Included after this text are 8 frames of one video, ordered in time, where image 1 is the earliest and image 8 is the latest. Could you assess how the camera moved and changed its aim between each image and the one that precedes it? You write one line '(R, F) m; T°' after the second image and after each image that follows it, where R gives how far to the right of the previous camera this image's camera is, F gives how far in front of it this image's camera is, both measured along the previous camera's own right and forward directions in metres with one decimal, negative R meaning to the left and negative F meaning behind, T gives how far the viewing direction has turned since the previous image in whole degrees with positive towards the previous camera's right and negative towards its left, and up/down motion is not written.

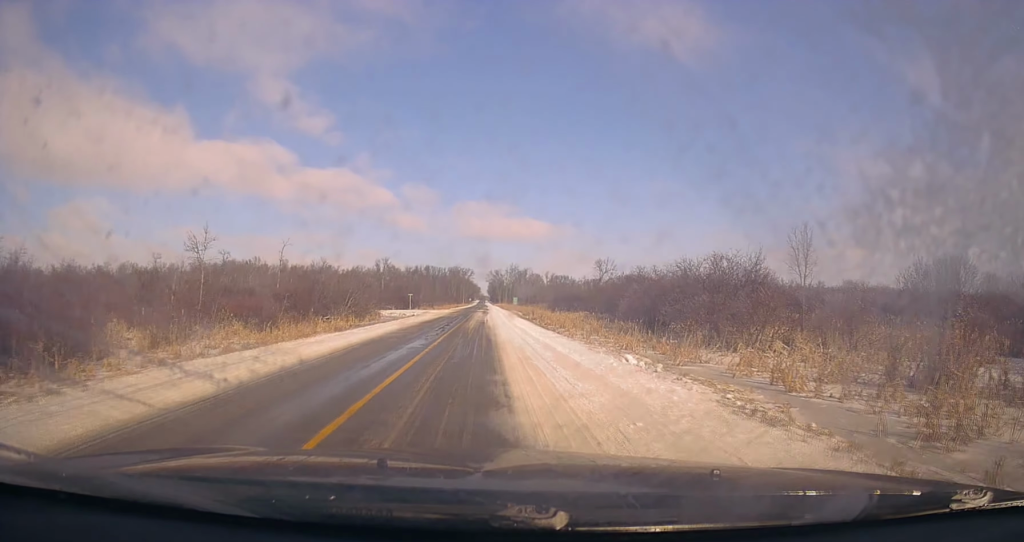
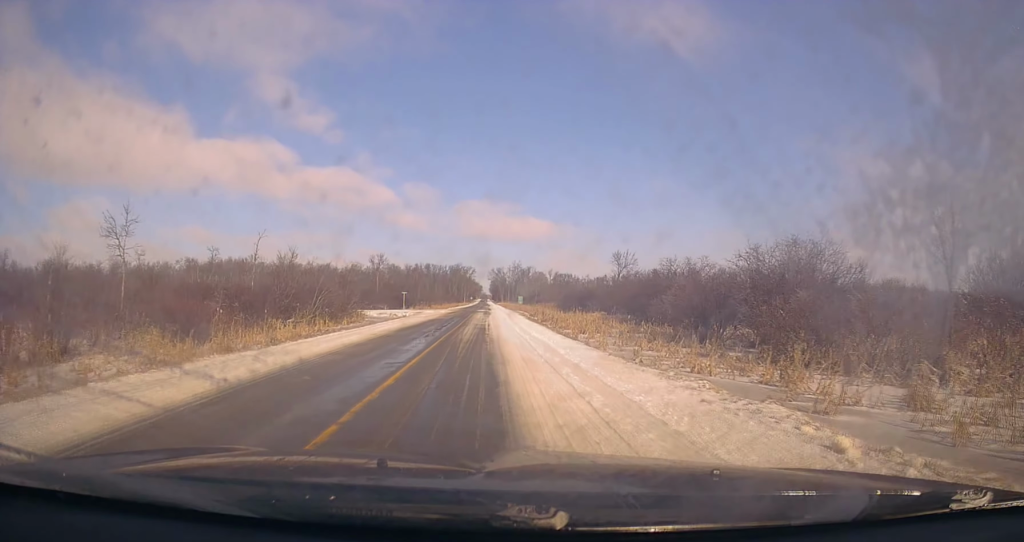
(-0.1, +9.2) m; -1°
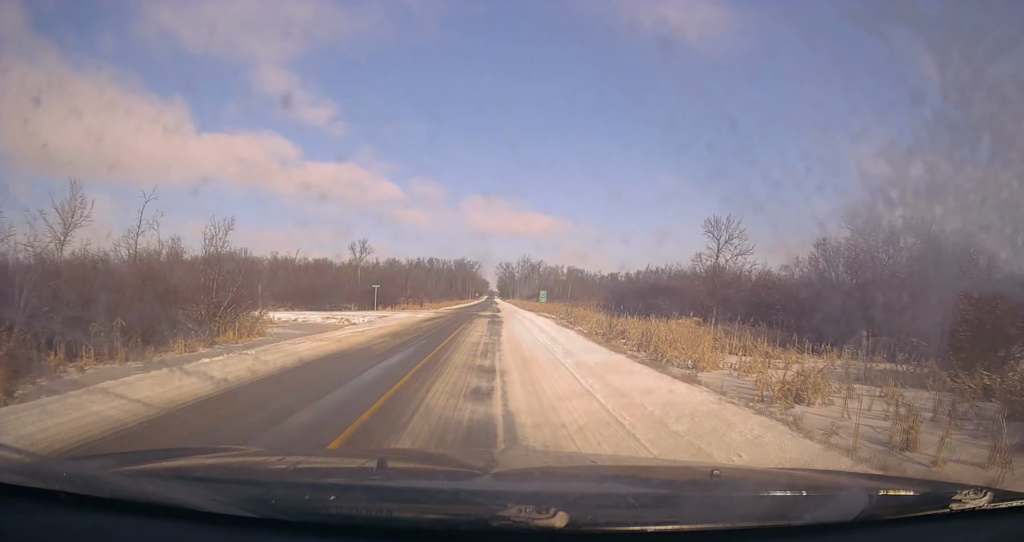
(+0.3, +25.5) m; +1°
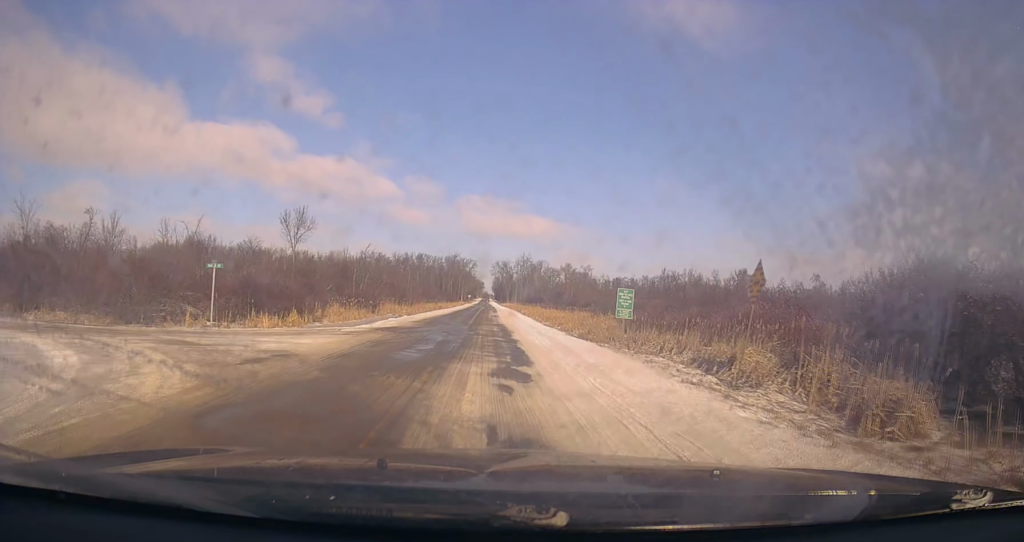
(0.0, +36.0) m; 0°
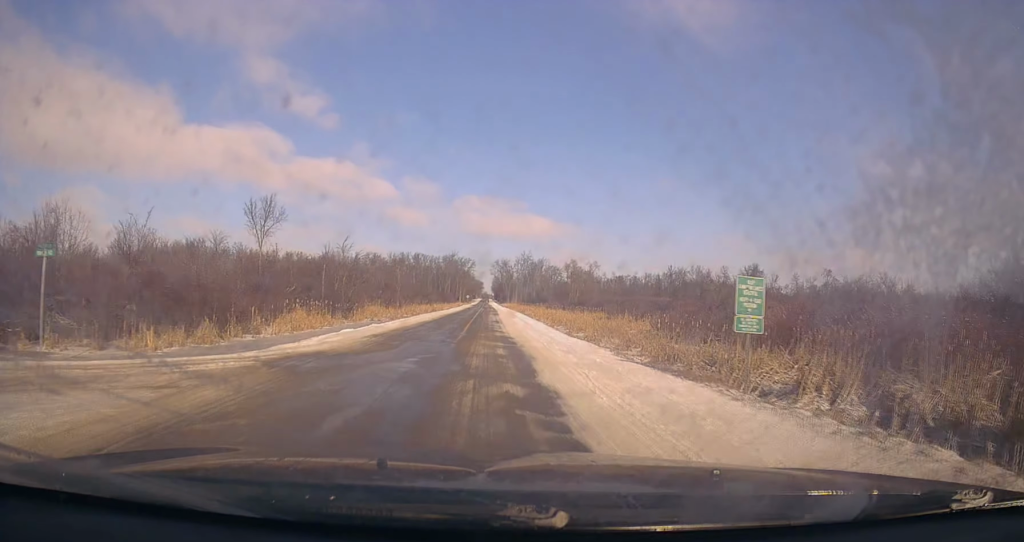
(0.0, +10.6) m; 0°
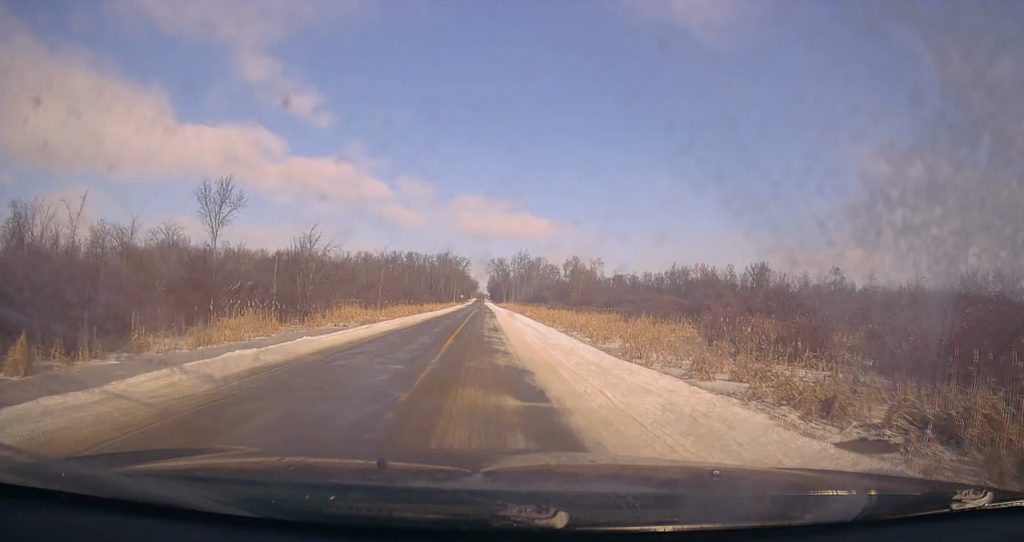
(-0.1, +10.4) m; 0°
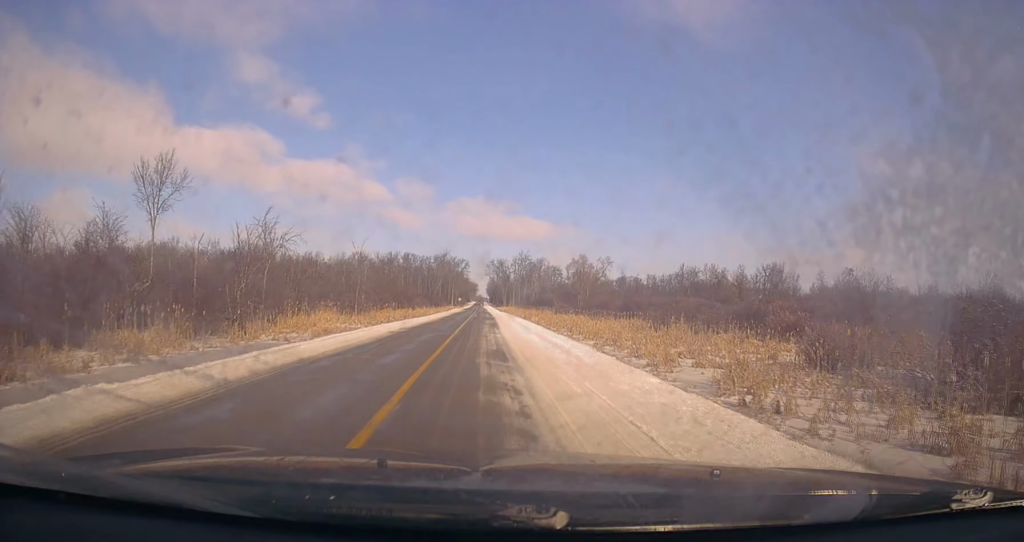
(+0.2, +11.4) m; 0°
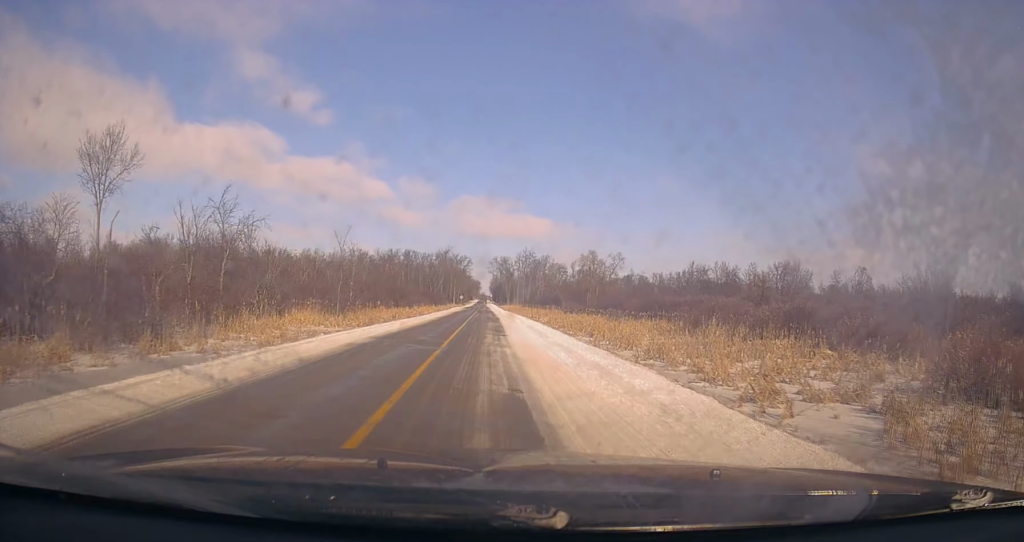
(+0.2, +7.2) m; 0°
